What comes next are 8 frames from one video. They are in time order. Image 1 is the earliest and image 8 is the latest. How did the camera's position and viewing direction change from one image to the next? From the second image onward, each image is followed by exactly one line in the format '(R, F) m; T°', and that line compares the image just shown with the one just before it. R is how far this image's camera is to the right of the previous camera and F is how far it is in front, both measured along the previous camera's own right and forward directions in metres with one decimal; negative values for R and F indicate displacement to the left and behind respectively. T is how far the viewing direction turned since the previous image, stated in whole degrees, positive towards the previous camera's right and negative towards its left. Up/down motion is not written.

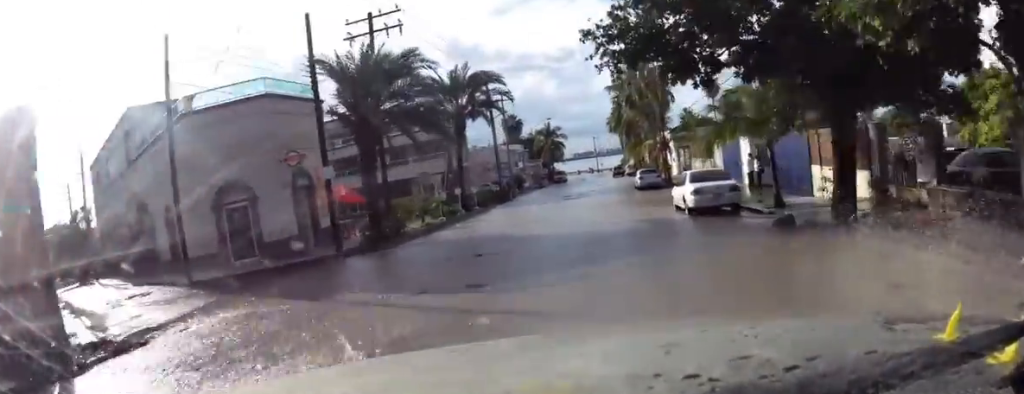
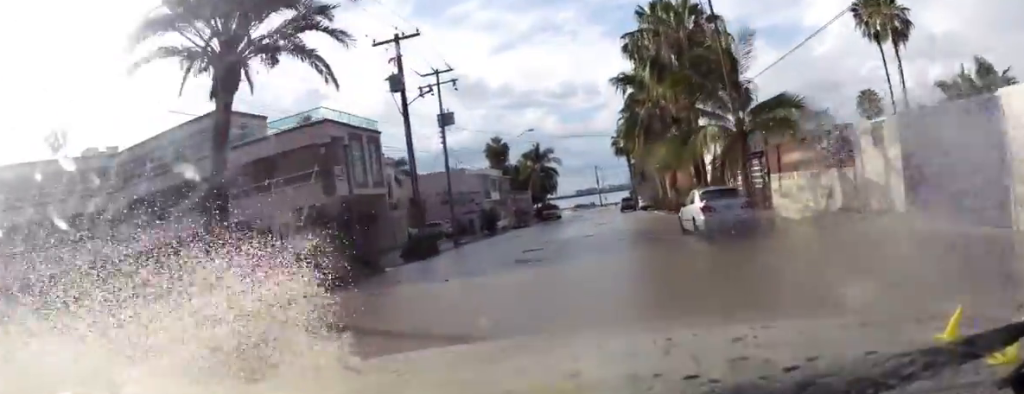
(+0.3, +20.3) m; +1°
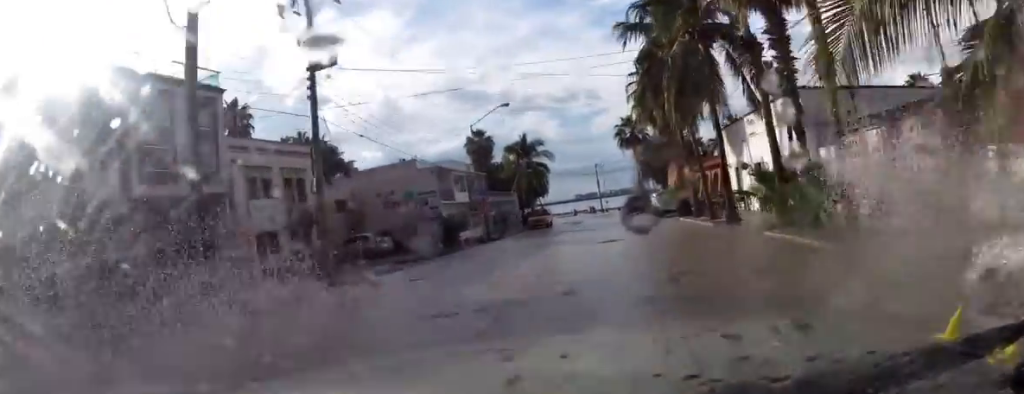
(+0.1, +13.5) m; 0°
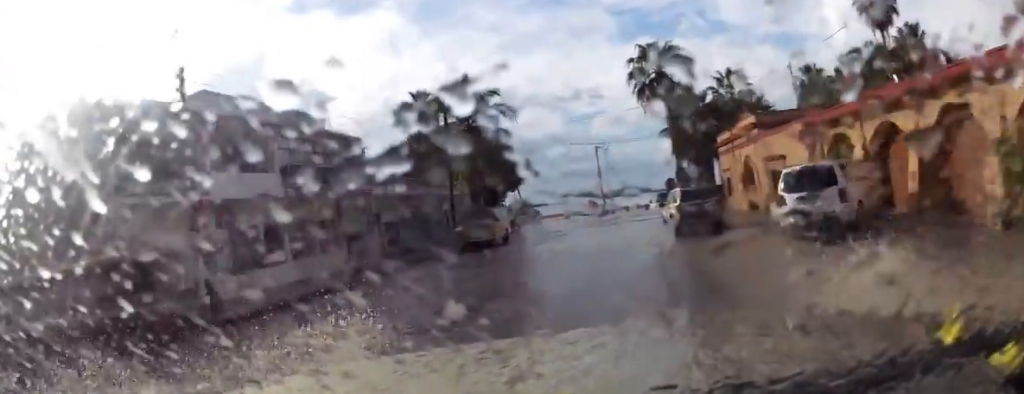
(+0.2, +28.2) m; 0°
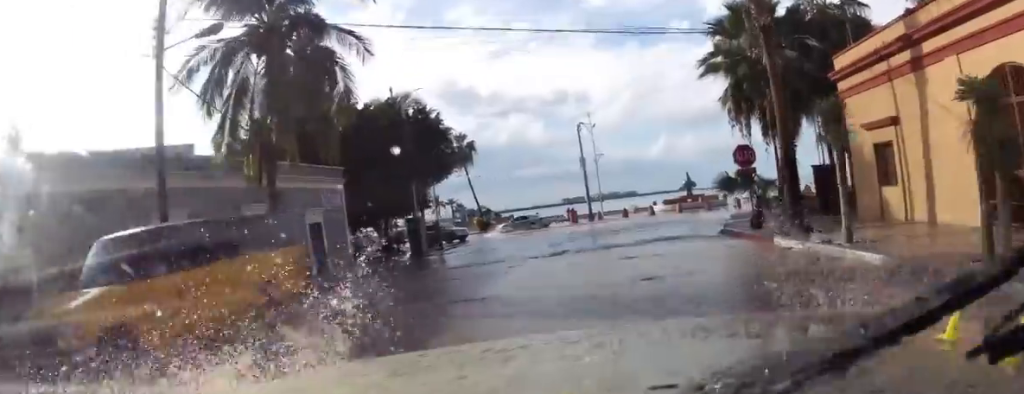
(-0.2, +21.0) m; +9°
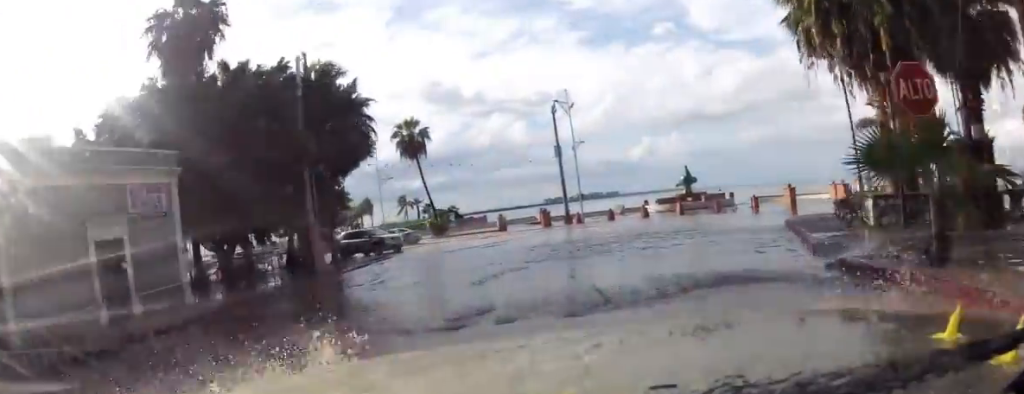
(-1.8, +10.1) m; +12°
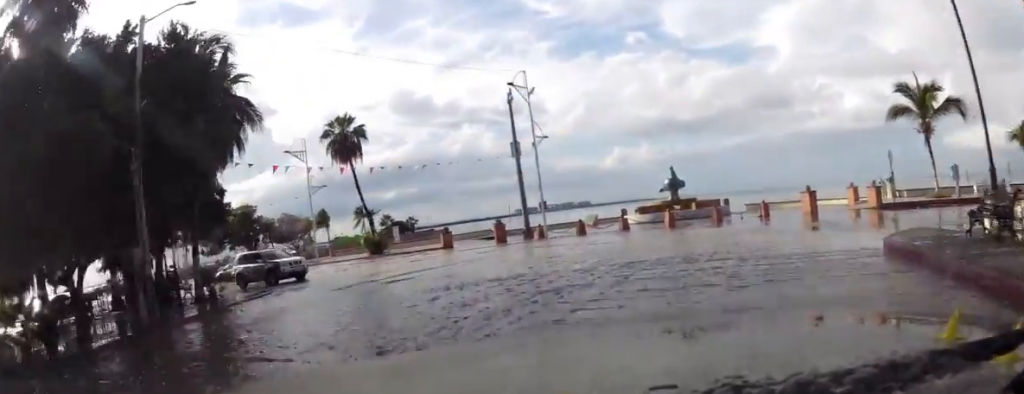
(+2.8, +6.4) m; +26°
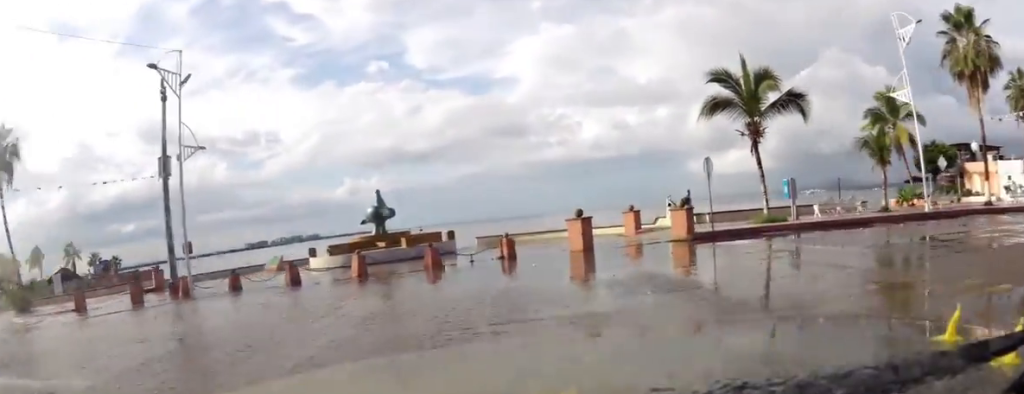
(+2.6, +10.0) m; +40°
